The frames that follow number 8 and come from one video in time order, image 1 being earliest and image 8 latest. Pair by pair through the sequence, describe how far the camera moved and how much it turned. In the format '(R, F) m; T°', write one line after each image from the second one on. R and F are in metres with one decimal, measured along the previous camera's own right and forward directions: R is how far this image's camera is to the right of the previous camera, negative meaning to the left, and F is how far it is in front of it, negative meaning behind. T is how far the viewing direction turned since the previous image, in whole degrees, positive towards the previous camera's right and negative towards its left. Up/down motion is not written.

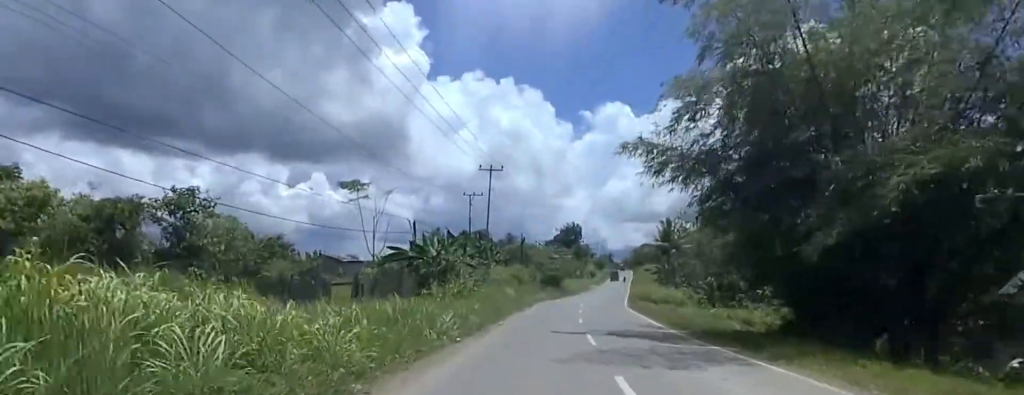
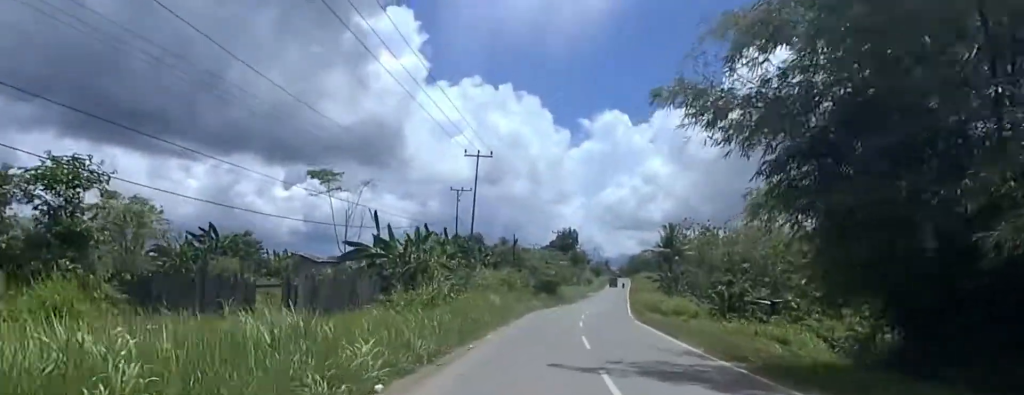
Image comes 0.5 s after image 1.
(-0.2, +6.2) m; +1°
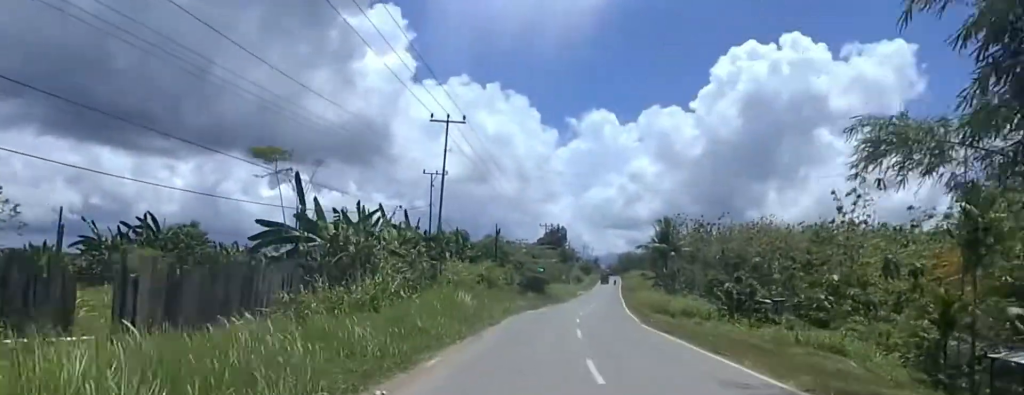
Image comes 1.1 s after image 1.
(+0.5, +7.0) m; +3°
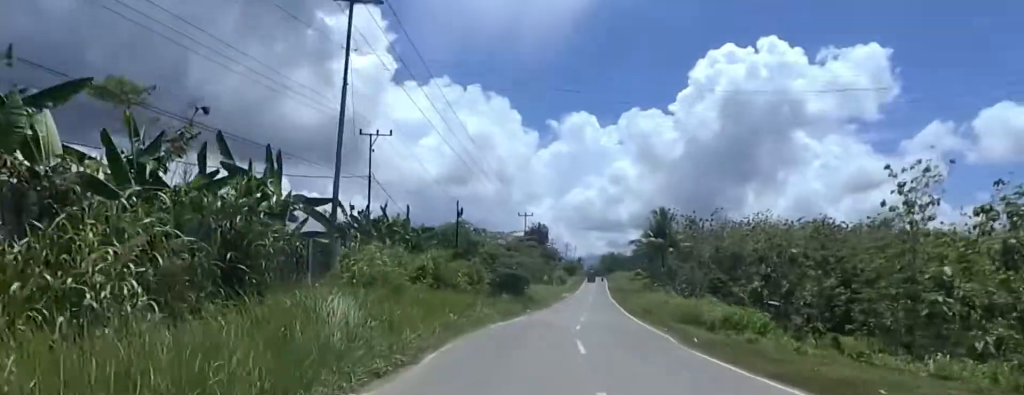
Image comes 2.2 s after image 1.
(+0.3, +12.2) m; +1°
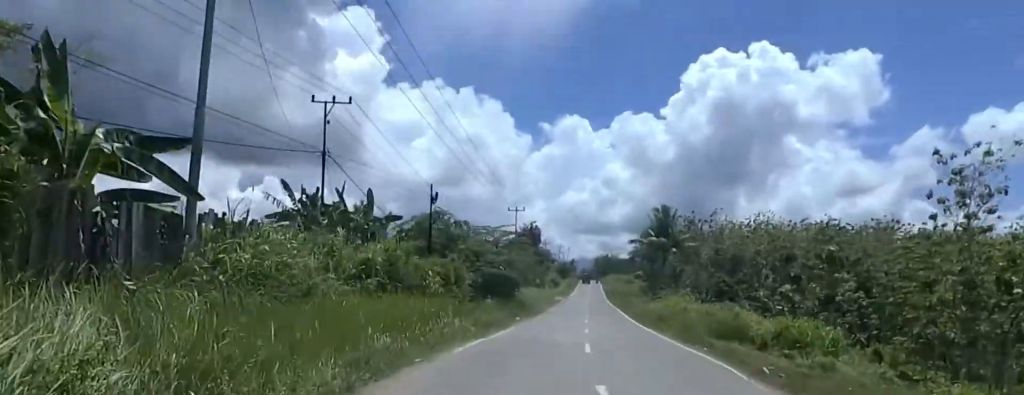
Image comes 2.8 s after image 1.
(0.0, +6.6) m; 0°
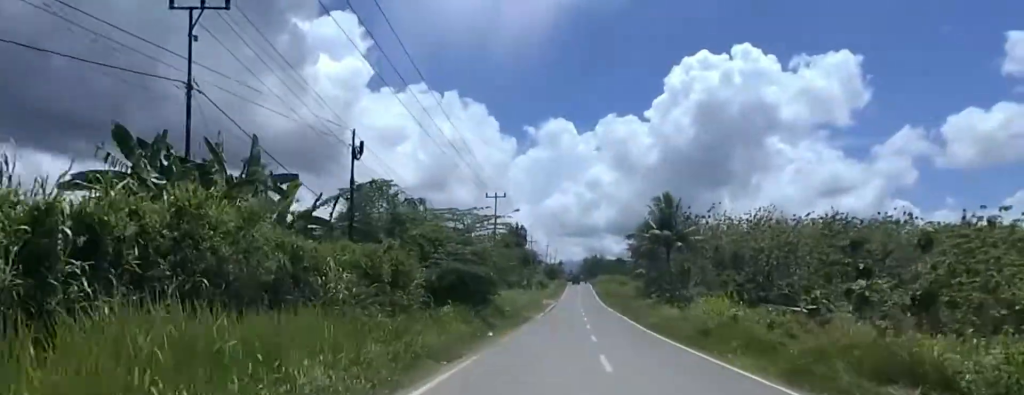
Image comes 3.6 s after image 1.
(0.0, +10.1) m; 0°
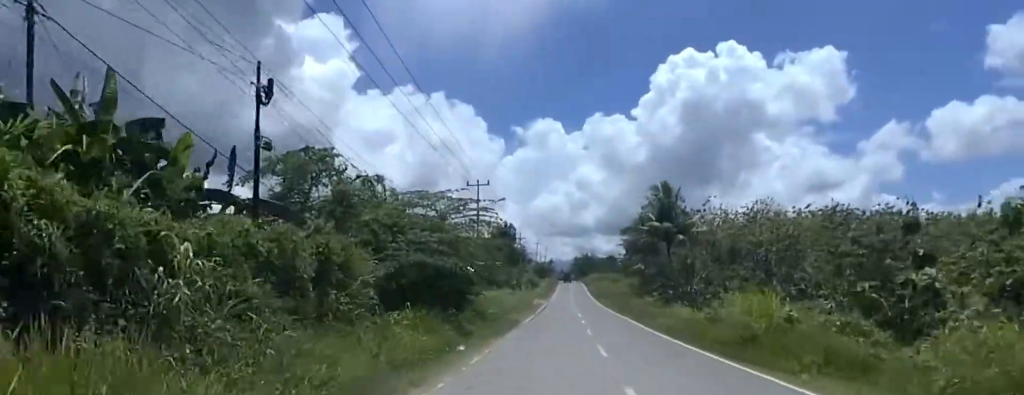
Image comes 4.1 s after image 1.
(0.0, +5.5) m; 0°
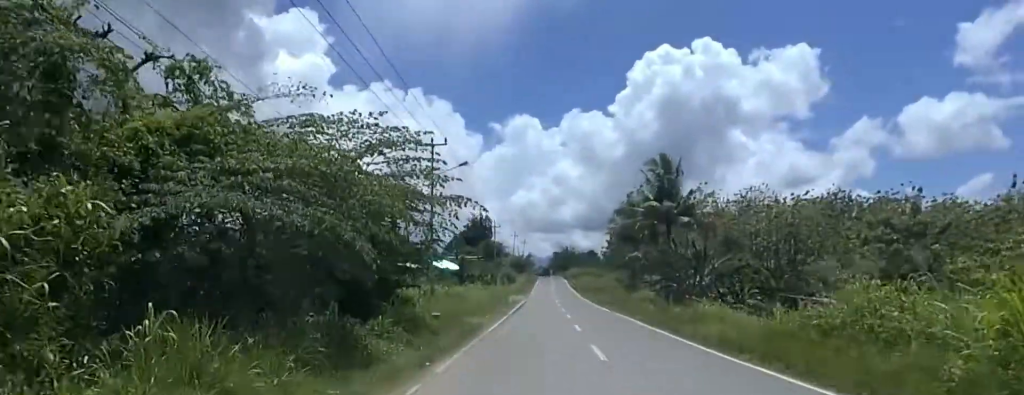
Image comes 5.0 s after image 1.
(0.0, +10.0) m; 0°
